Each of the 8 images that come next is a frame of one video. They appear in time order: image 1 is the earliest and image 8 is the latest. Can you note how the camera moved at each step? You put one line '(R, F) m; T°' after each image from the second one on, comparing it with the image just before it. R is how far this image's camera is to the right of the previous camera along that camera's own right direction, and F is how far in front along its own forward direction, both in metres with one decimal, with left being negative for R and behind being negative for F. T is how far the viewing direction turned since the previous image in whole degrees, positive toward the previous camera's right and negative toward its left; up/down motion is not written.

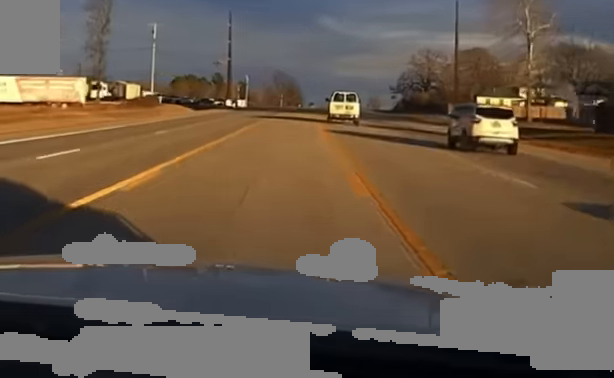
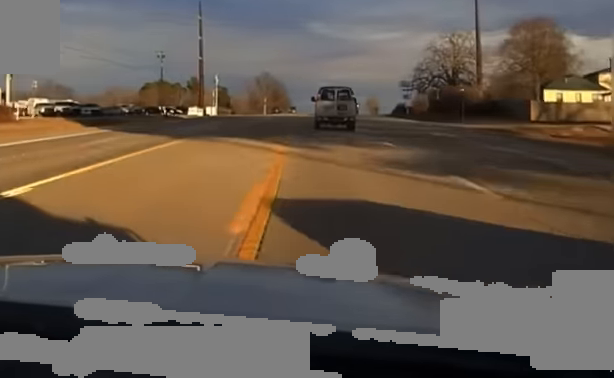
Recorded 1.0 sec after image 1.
(+0.6, +53.4) m; 0°
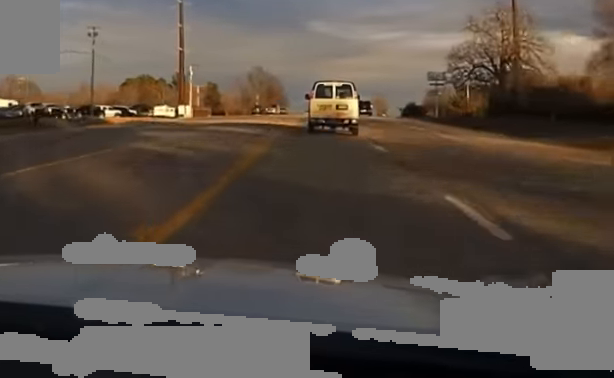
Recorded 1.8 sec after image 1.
(-0.4, +41.0) m; +1°
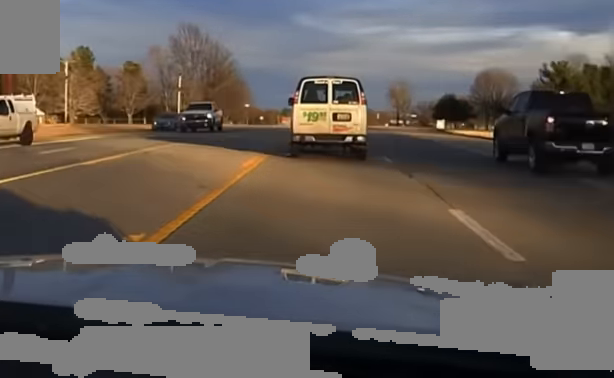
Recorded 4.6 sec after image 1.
(+2.6, +125.2) m; +1°
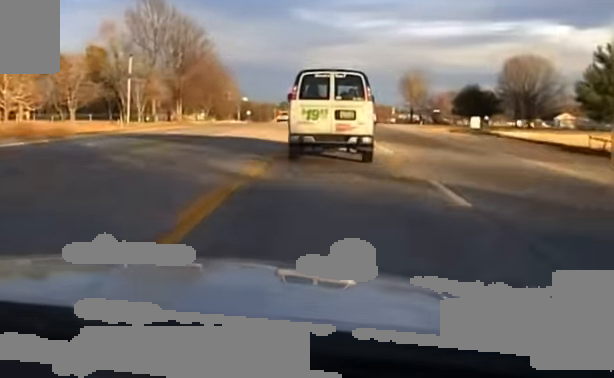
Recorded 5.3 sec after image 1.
(-0.1, +31.9) m; 0°
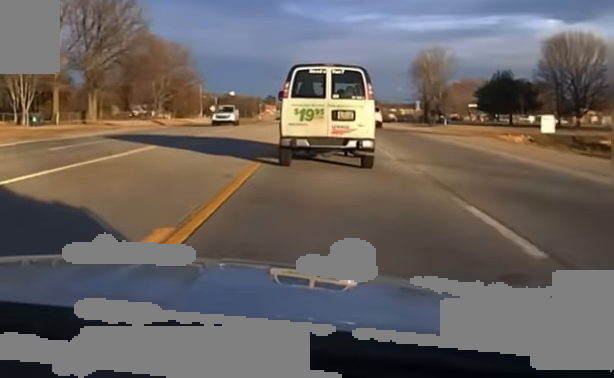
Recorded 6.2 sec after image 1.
(+0.4, +38.9) m; +1°
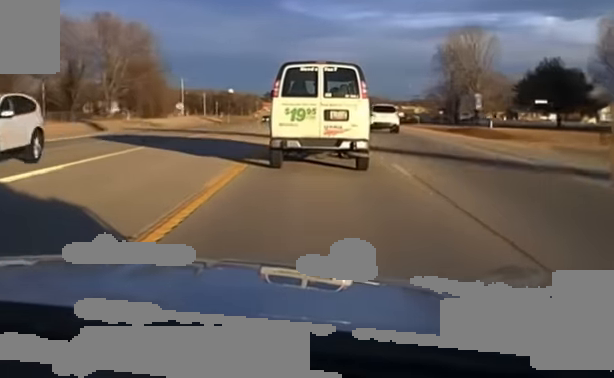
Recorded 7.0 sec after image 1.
(+0.4, +30.5) m; 0°
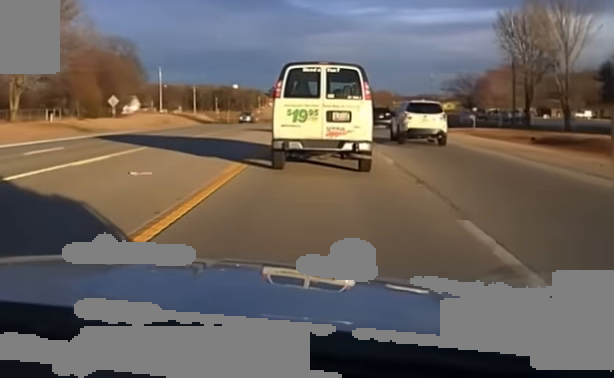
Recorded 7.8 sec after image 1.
(-0.3, +33.3) m; -1°
